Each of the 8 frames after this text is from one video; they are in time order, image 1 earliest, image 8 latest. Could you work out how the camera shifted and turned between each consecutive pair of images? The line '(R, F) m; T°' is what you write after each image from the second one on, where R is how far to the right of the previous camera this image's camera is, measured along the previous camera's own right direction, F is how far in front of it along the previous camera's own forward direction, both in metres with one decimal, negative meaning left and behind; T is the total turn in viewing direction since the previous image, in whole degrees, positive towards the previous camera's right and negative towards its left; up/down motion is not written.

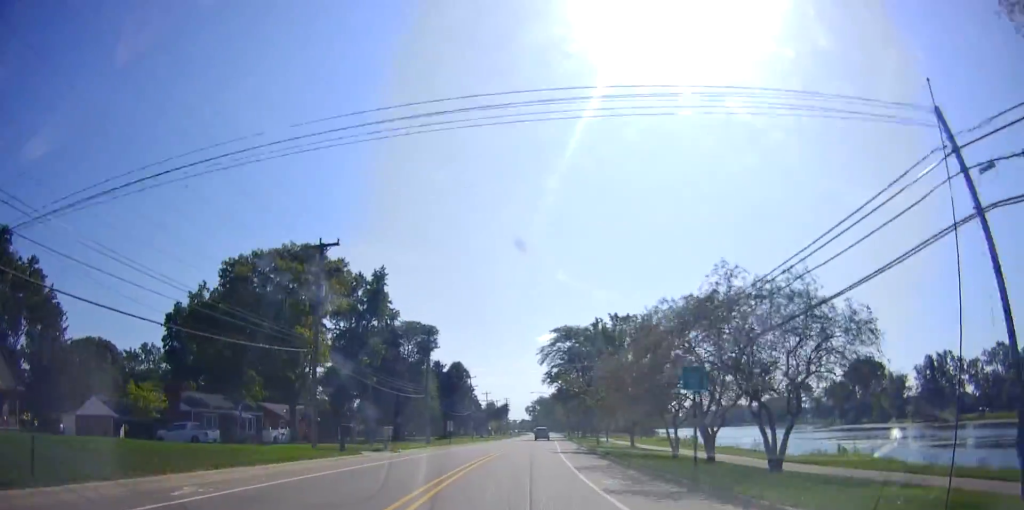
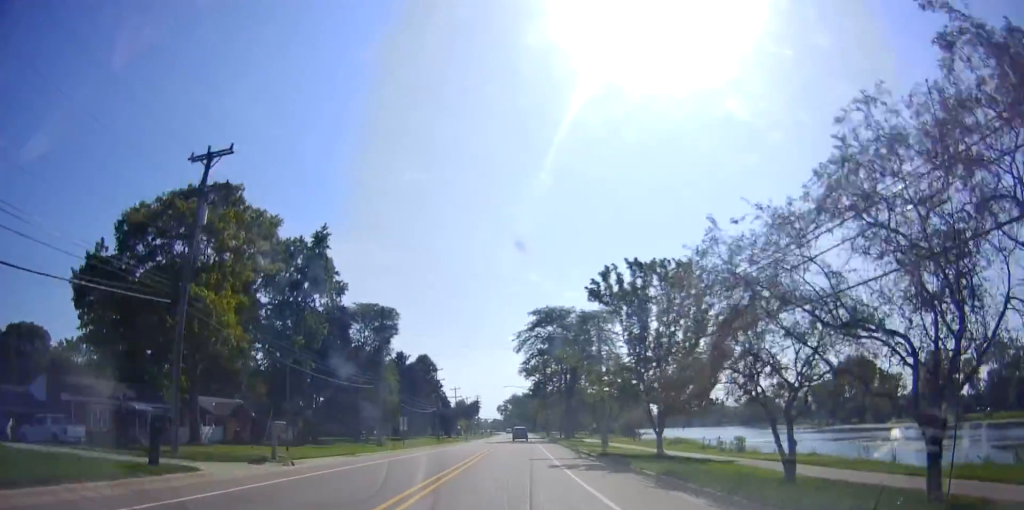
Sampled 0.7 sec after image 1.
(+0.3, +14.3) m; +1°
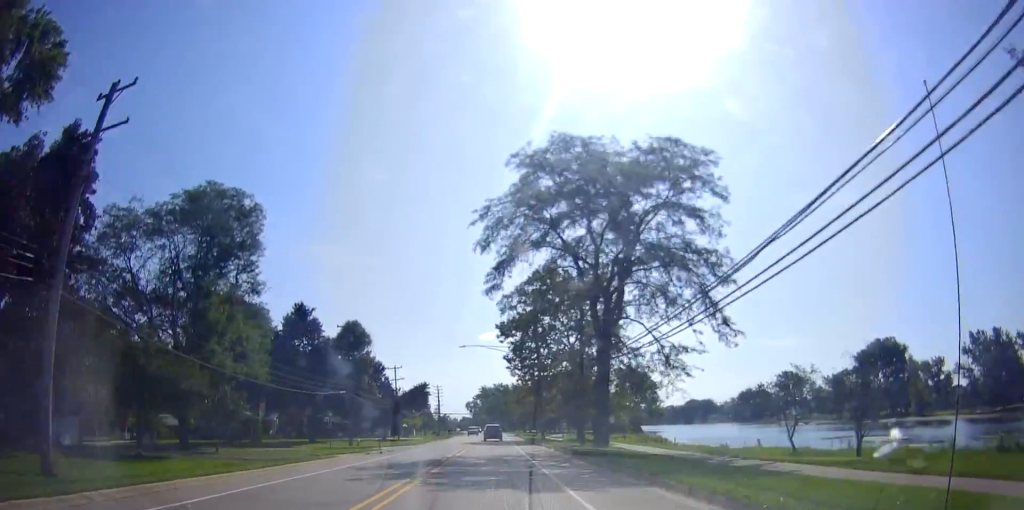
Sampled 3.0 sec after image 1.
(+2.1, +45.7) m; +5°
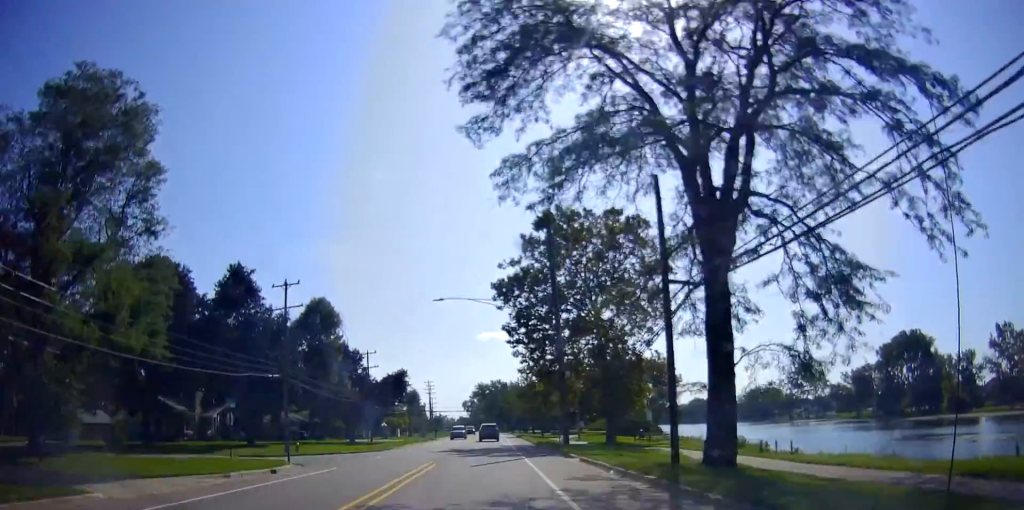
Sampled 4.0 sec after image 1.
(-0.1, +19.0) m; 0°
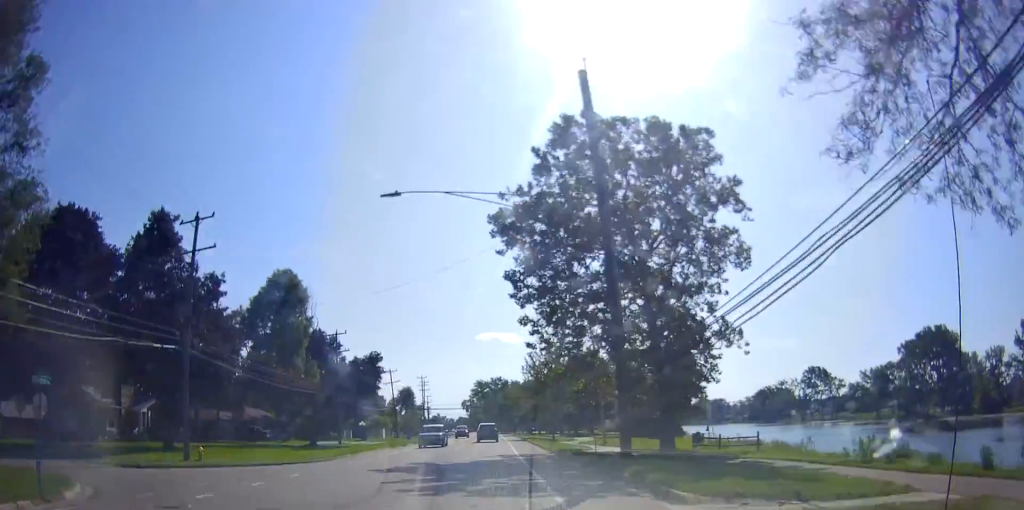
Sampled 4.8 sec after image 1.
(+0.2, +15.6) m; 0°
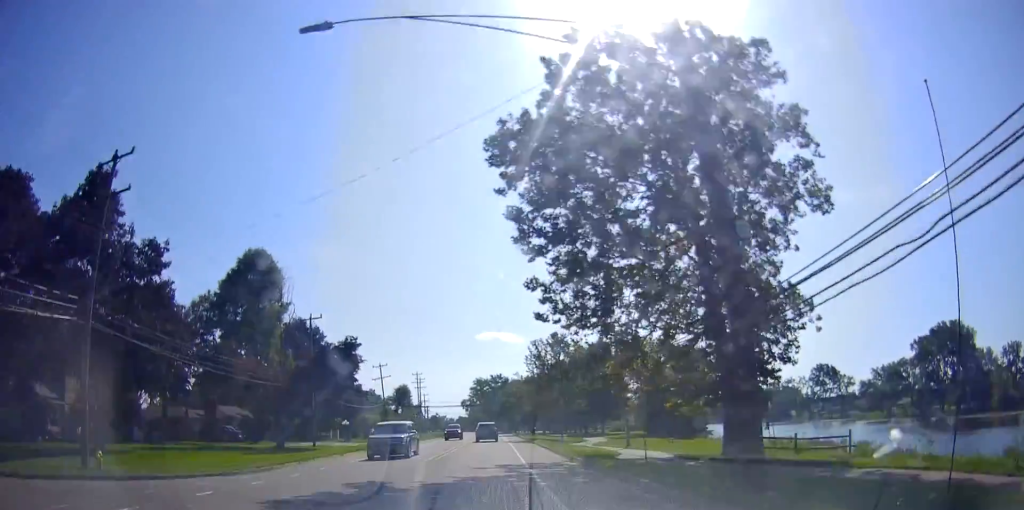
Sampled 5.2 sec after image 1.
(0.0, +9.0) m; 0°
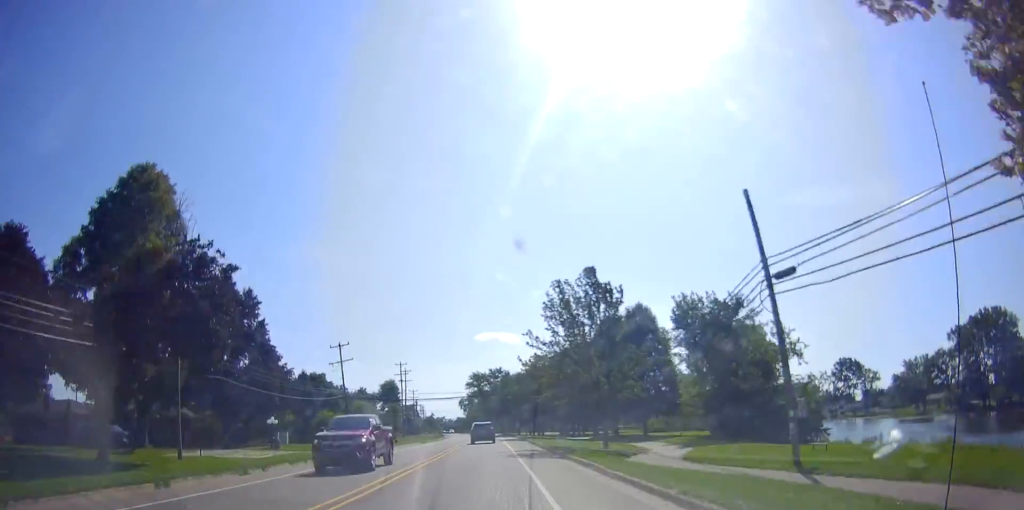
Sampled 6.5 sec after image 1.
(-0.3, +23.8) m; 0°
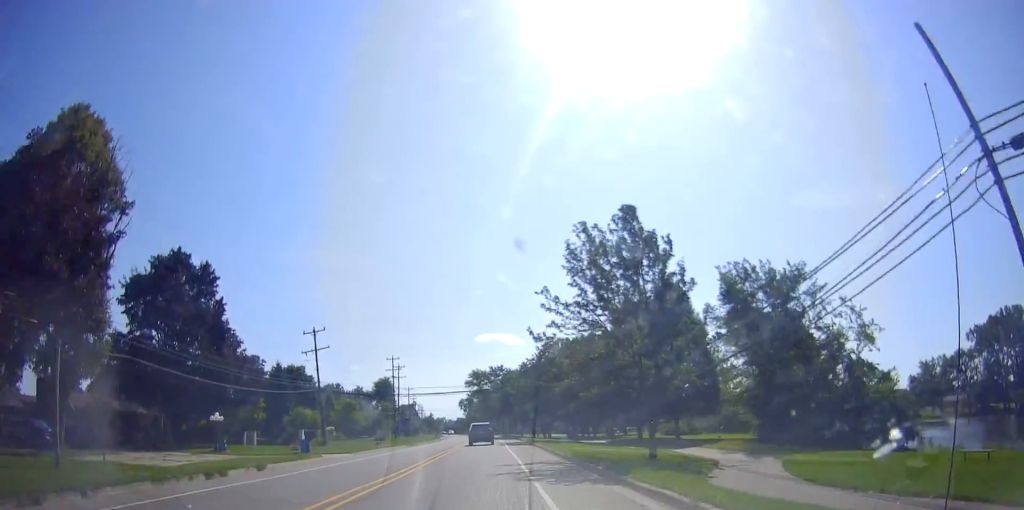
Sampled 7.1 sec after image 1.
(+0.1, +10.4) m; 0°
